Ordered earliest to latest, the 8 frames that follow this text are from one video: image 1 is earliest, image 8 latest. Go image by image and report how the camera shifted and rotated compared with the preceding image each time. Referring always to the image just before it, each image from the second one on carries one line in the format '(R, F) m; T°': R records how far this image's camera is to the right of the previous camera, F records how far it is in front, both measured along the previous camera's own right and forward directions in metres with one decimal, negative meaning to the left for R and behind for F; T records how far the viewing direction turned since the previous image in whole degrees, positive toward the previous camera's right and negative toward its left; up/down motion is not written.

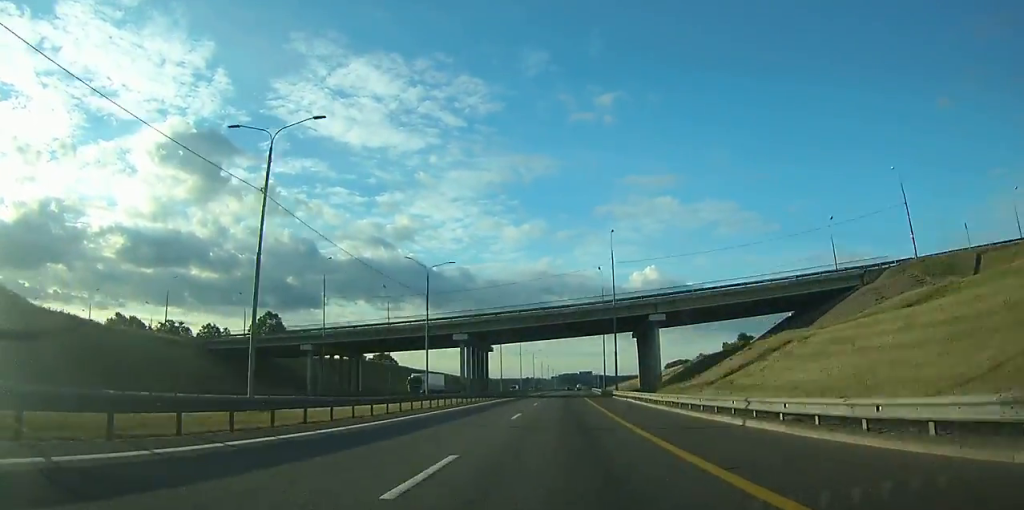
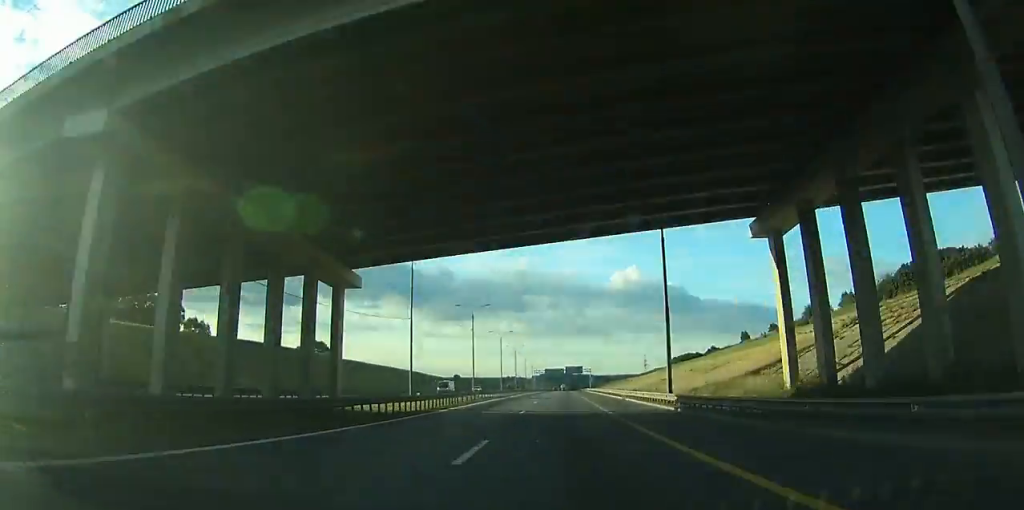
(+0.9, +63.0) m; +1°
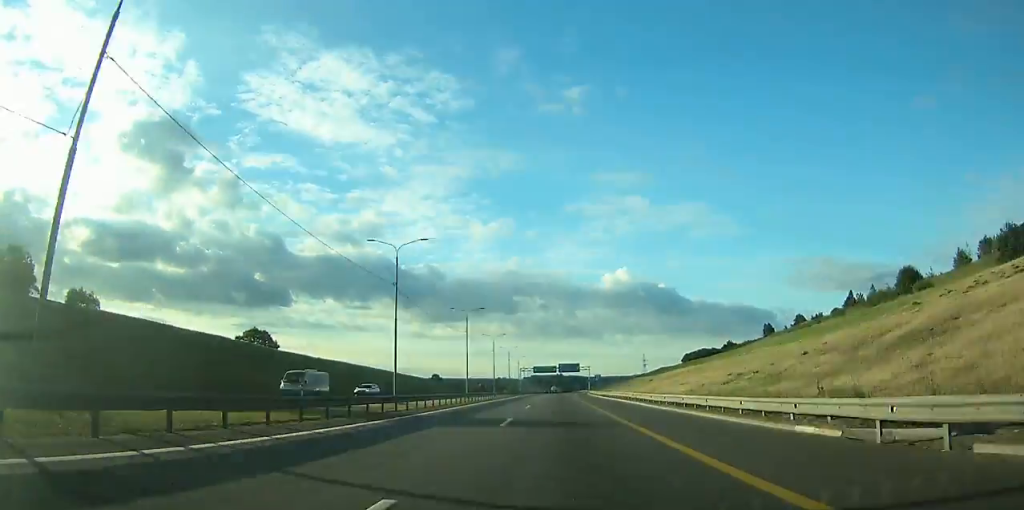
(+0.3, +42.5) m; +1°
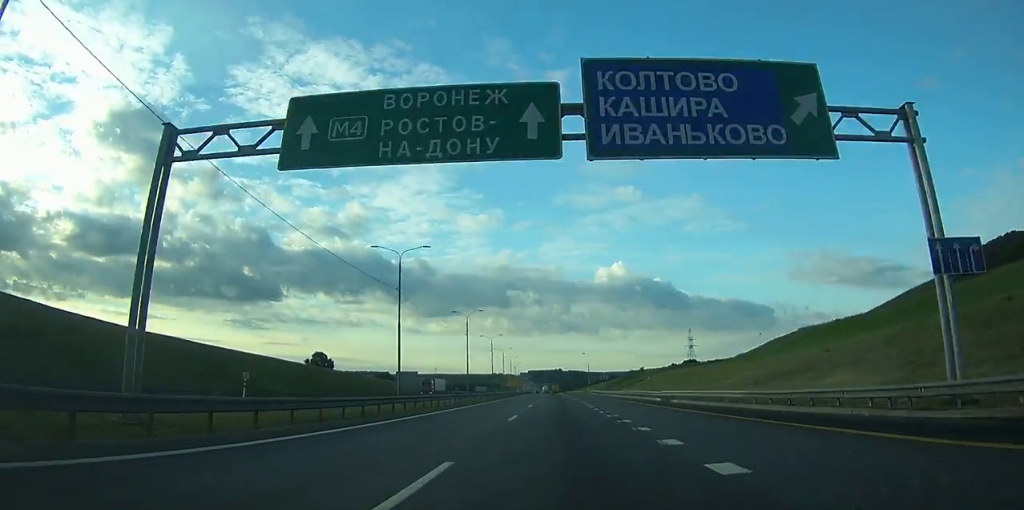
(+0.9, +162.8) m; 0°
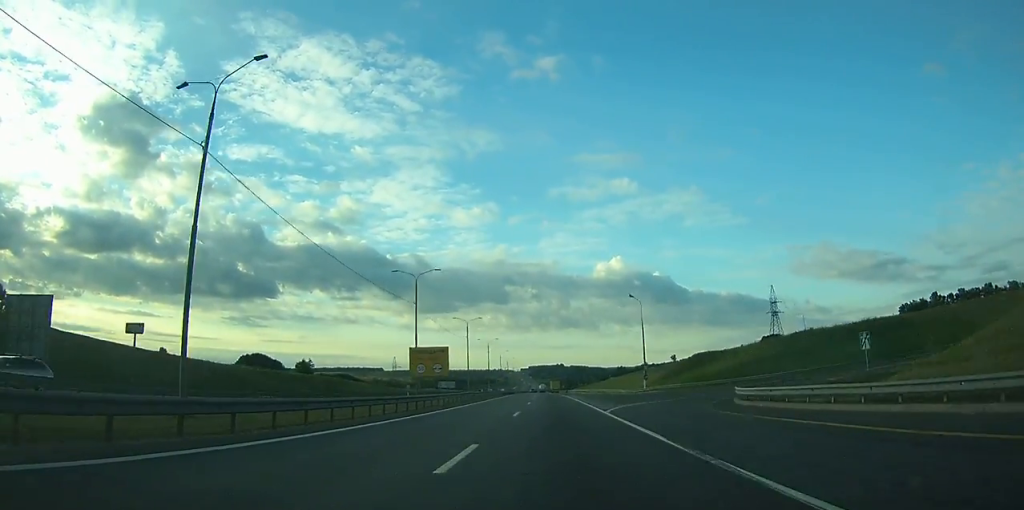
(-0.3, +106.0) m; -1°
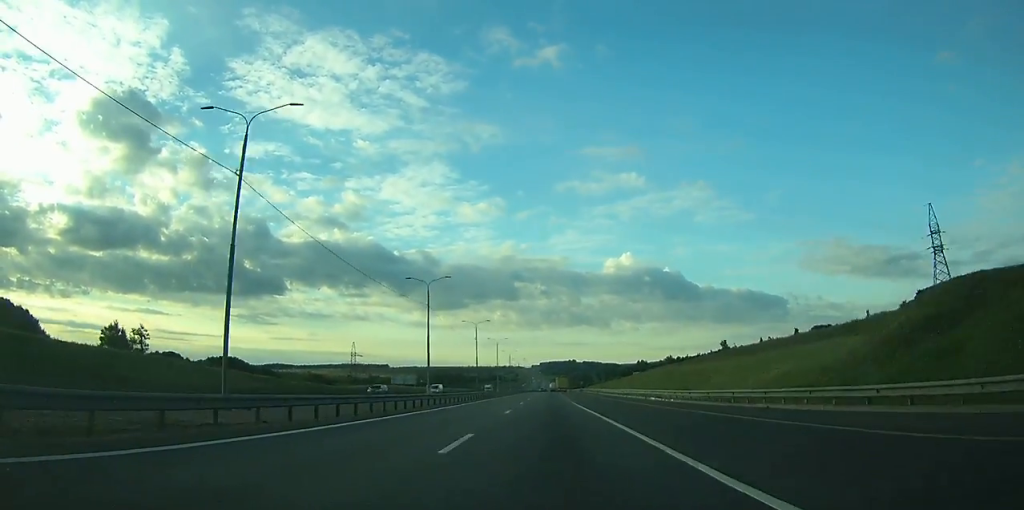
(-0.7, +73.8) m; -1°
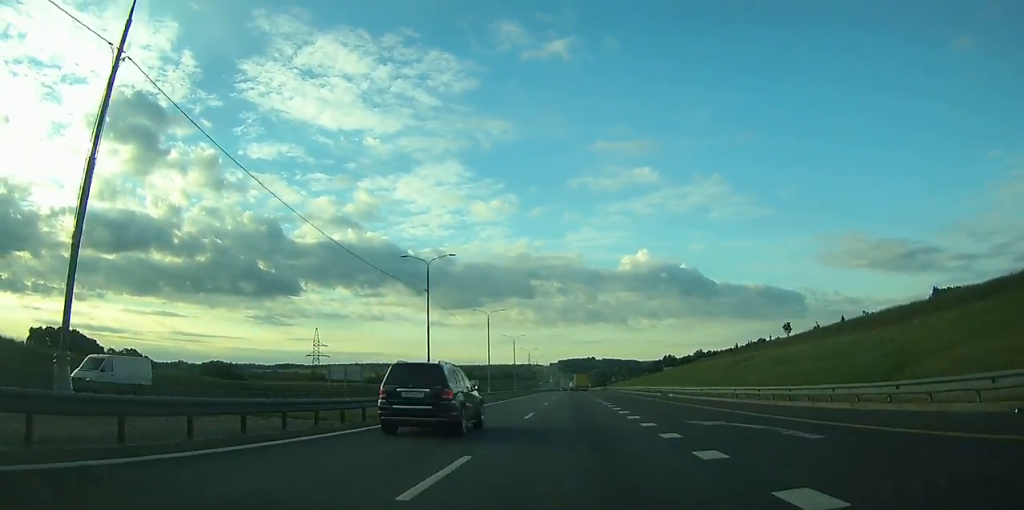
(-0.4, +47.6) m; 0°
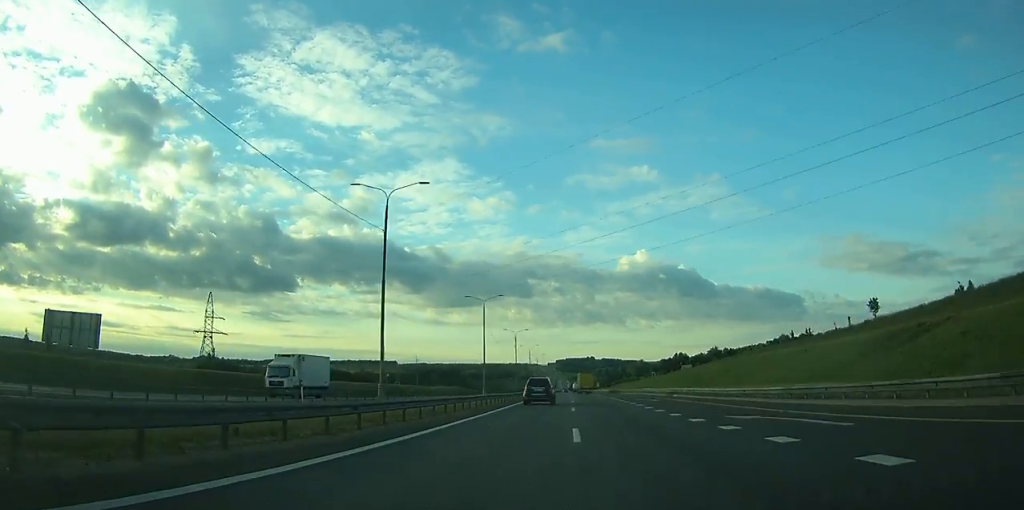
(-0.3, +53.9) m; 0°
